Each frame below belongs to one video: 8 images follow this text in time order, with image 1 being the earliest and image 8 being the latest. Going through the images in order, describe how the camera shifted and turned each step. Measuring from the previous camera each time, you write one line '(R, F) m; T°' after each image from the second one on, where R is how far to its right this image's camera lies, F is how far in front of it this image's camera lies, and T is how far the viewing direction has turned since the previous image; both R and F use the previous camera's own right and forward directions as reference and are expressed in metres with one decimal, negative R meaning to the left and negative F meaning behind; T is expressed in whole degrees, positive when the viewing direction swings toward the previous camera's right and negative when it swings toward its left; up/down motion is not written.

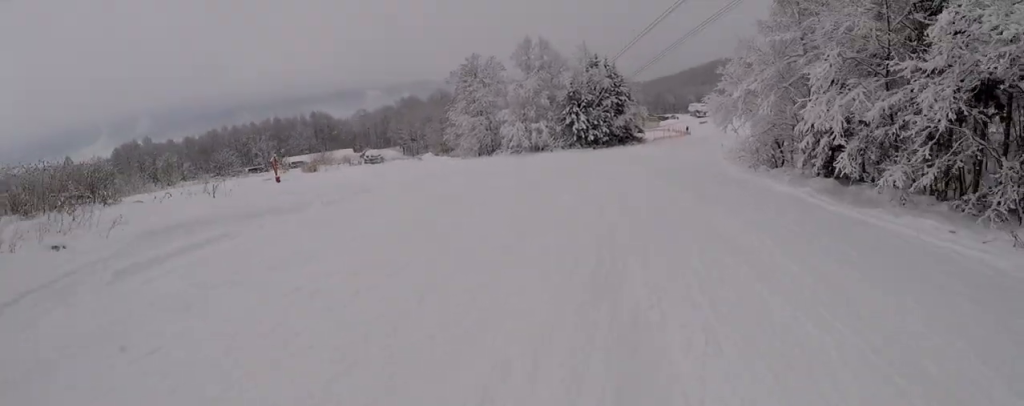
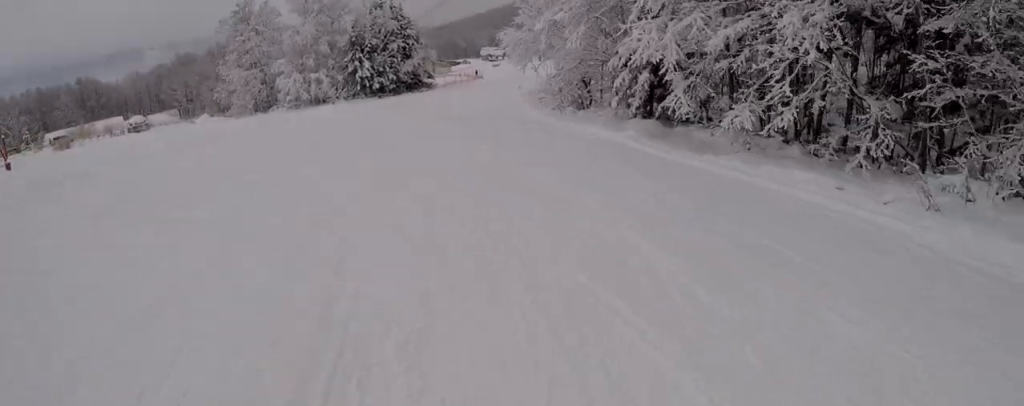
(-0.3, +4.2) m; +2°
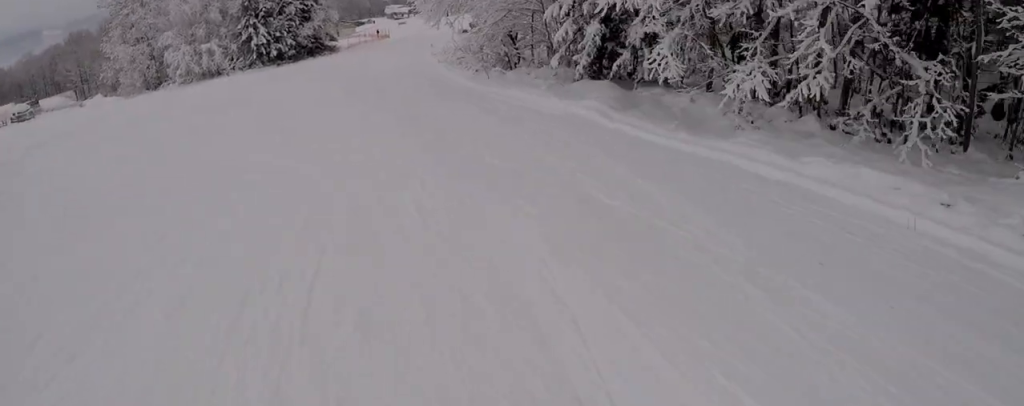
(-0.1, +4.6) m; +2°
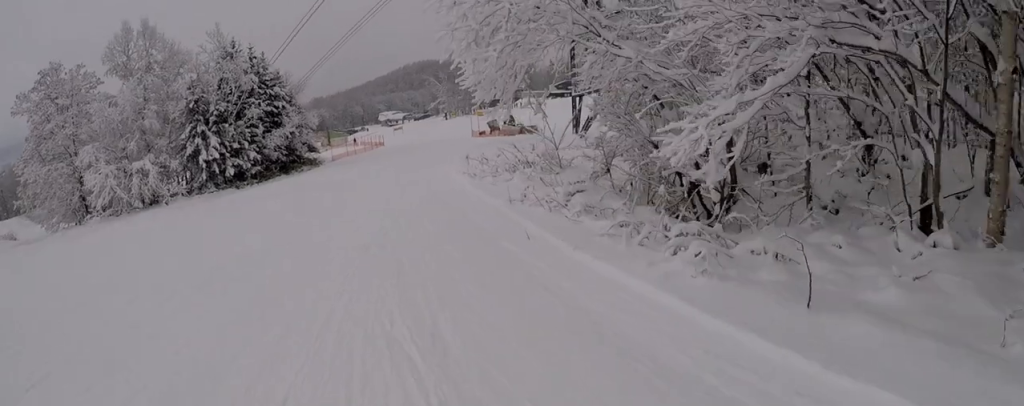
(+0.5, +18.2) m; -4°
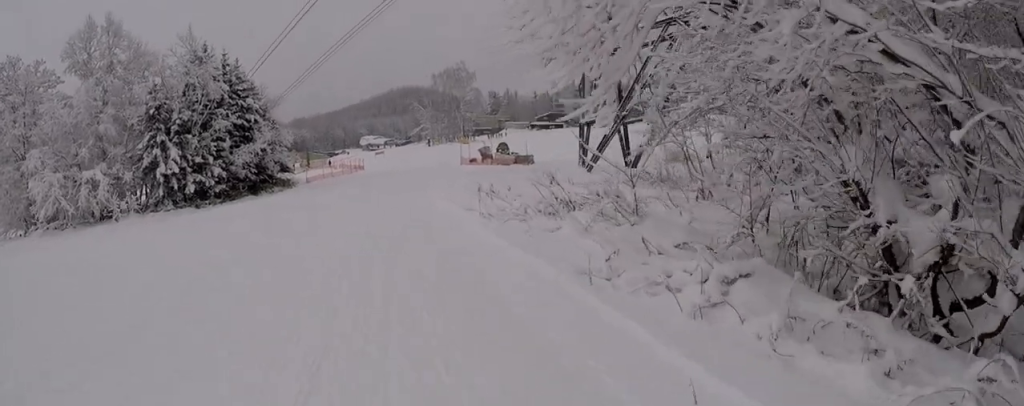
(-0.5, +5.5) m; +2°
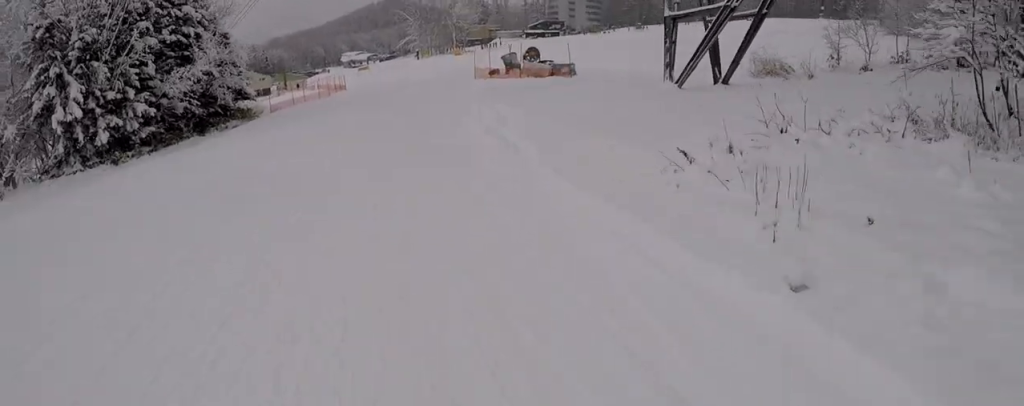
(+1.4, +11.9) m; +8°
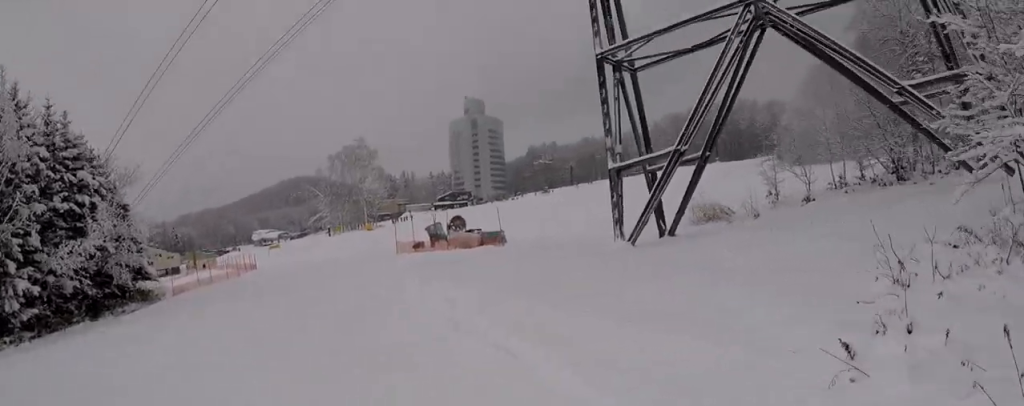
(0.0, +3.8) m; -1°
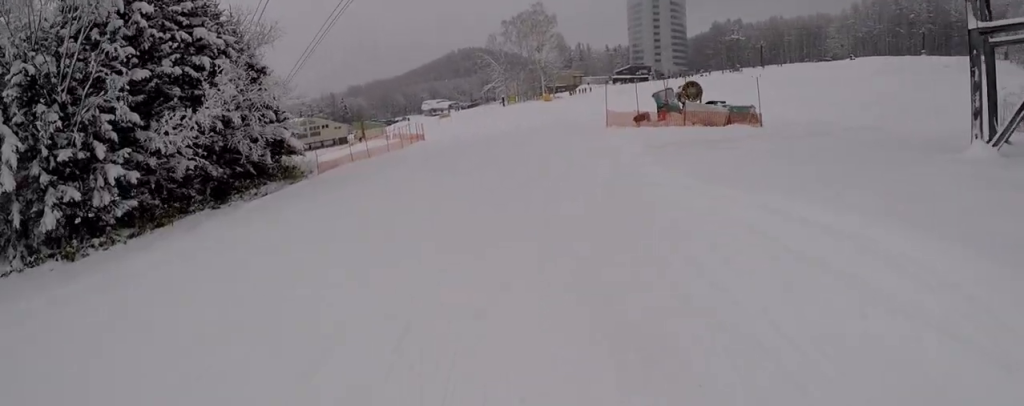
(-0.3, +8.2) m; -1°
